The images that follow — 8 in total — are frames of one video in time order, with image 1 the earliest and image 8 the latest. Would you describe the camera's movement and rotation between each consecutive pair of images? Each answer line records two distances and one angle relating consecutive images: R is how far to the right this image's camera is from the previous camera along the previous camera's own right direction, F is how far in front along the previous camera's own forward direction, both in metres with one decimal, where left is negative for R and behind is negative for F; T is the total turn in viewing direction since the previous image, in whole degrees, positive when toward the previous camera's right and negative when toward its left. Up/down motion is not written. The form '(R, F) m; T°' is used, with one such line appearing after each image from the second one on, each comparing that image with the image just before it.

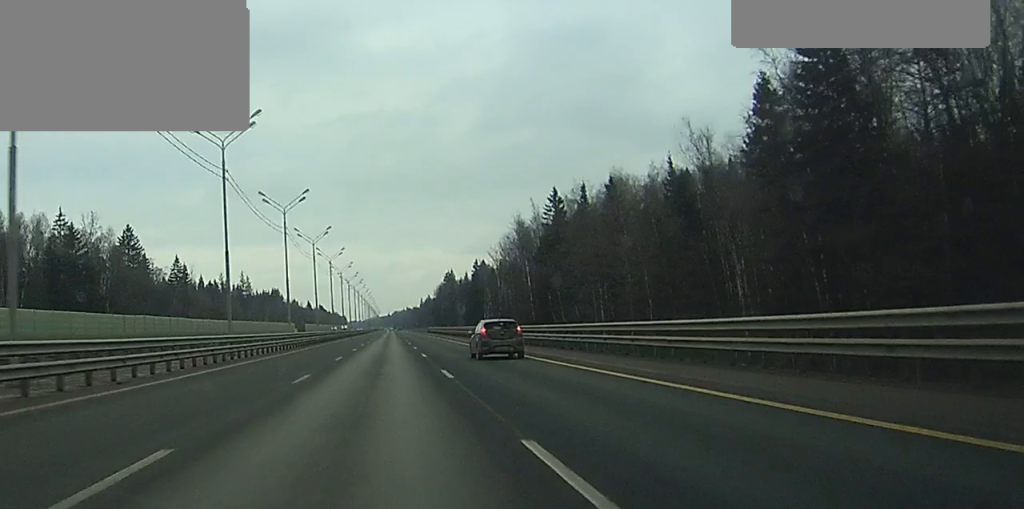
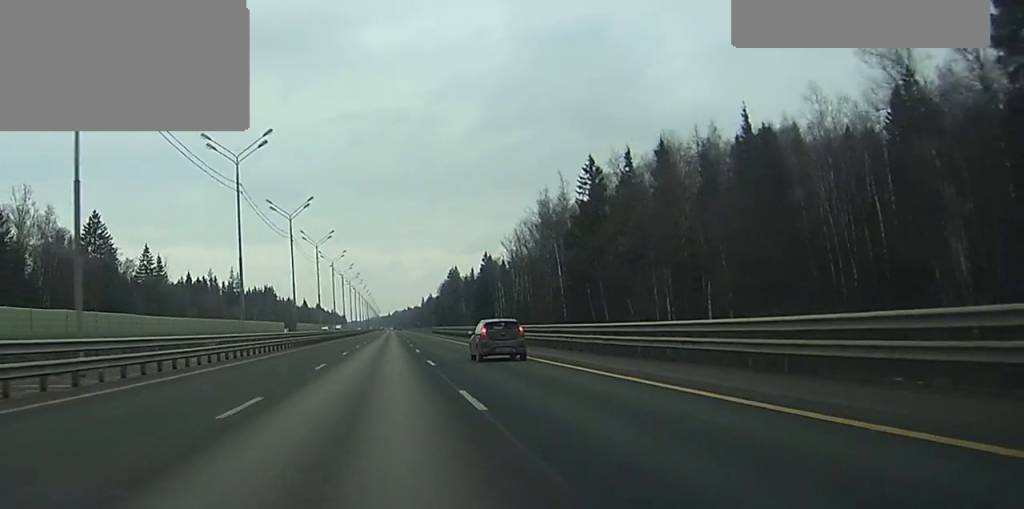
(-0.1, +24.5) m; 0°
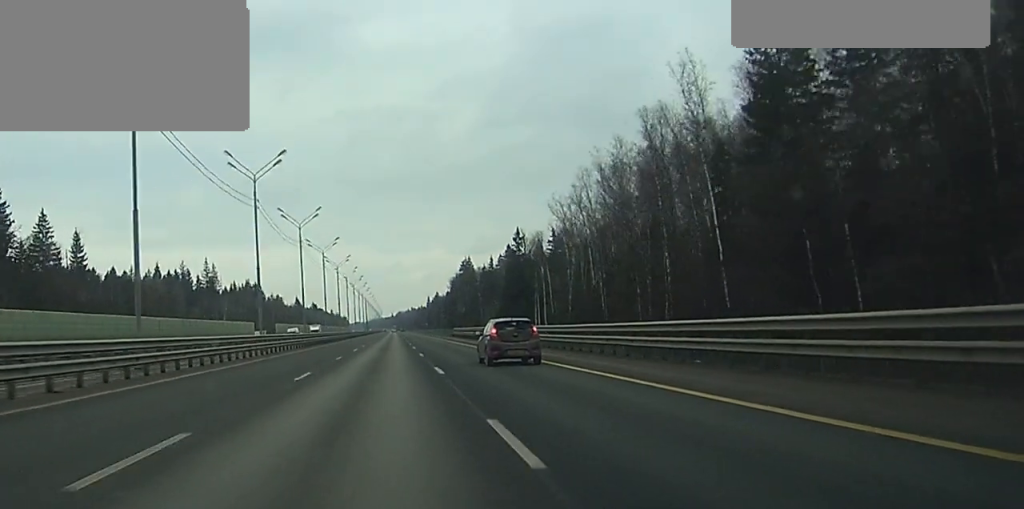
(-0.1, +53.2) m; 0°
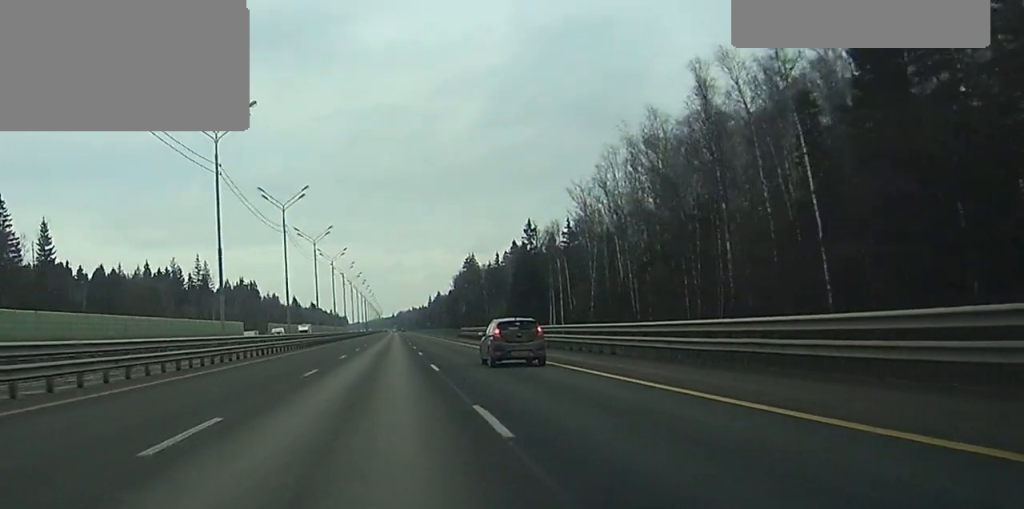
(0.0, +13.9) m; 0°
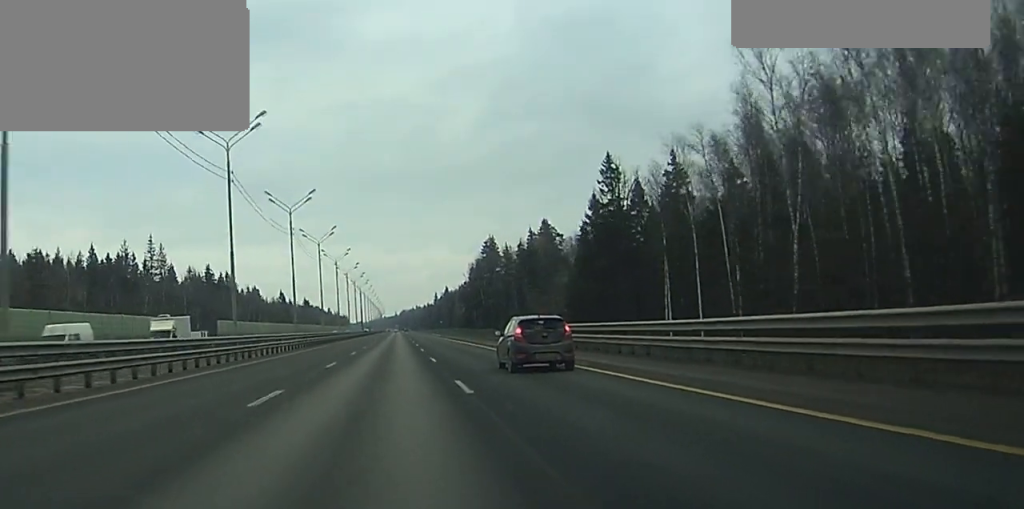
(0.0, +57.6) m; 0°
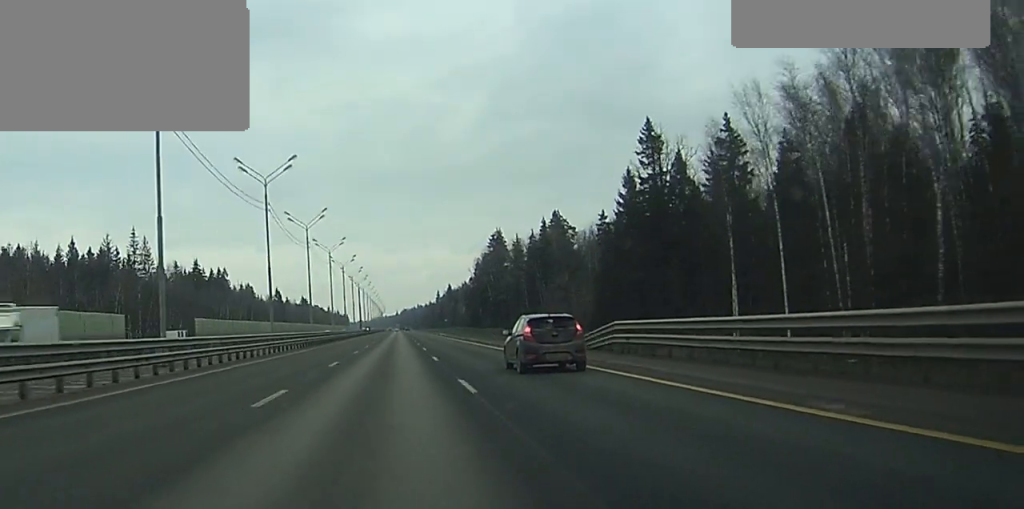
(0.0, +16.0) m; 0°
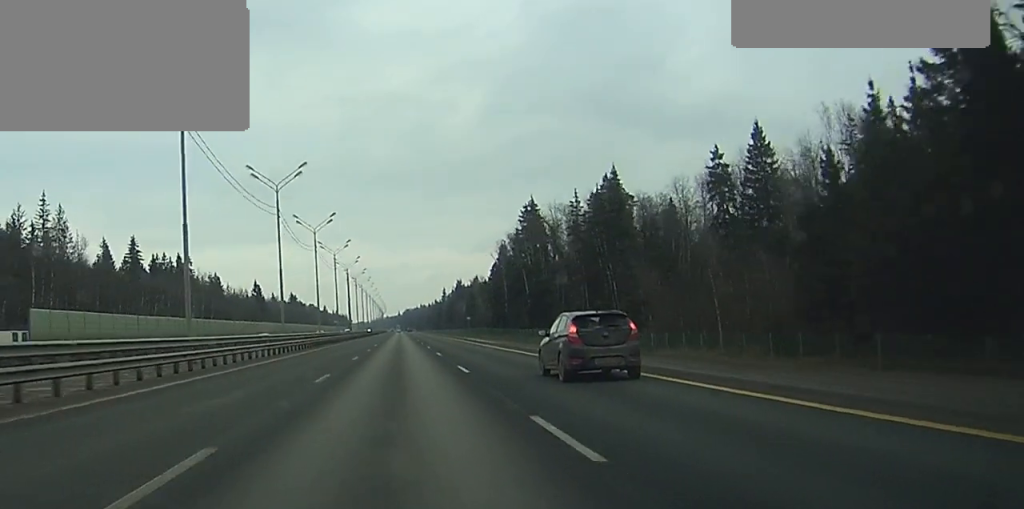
(-0.2, +56.6) m; 0°
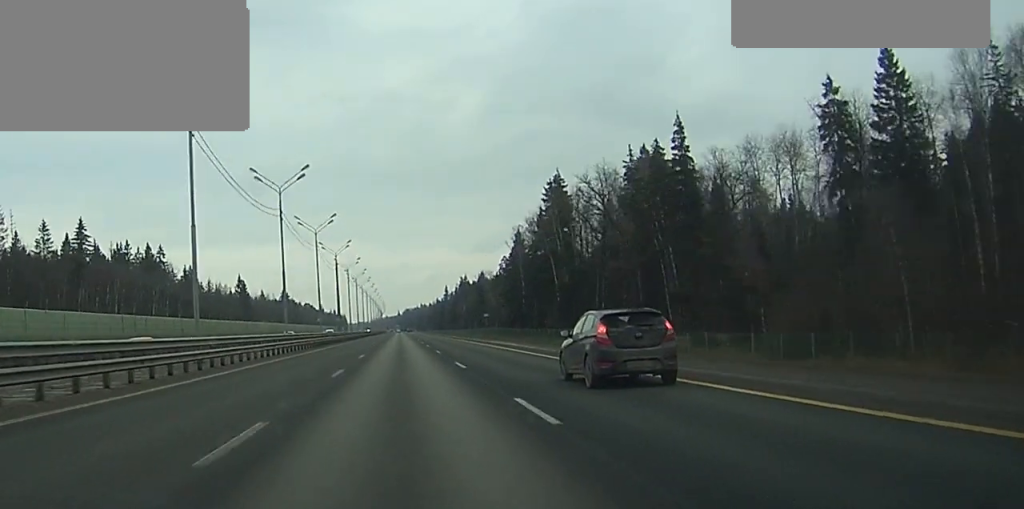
(+0.1, +29.0) m; 0°
